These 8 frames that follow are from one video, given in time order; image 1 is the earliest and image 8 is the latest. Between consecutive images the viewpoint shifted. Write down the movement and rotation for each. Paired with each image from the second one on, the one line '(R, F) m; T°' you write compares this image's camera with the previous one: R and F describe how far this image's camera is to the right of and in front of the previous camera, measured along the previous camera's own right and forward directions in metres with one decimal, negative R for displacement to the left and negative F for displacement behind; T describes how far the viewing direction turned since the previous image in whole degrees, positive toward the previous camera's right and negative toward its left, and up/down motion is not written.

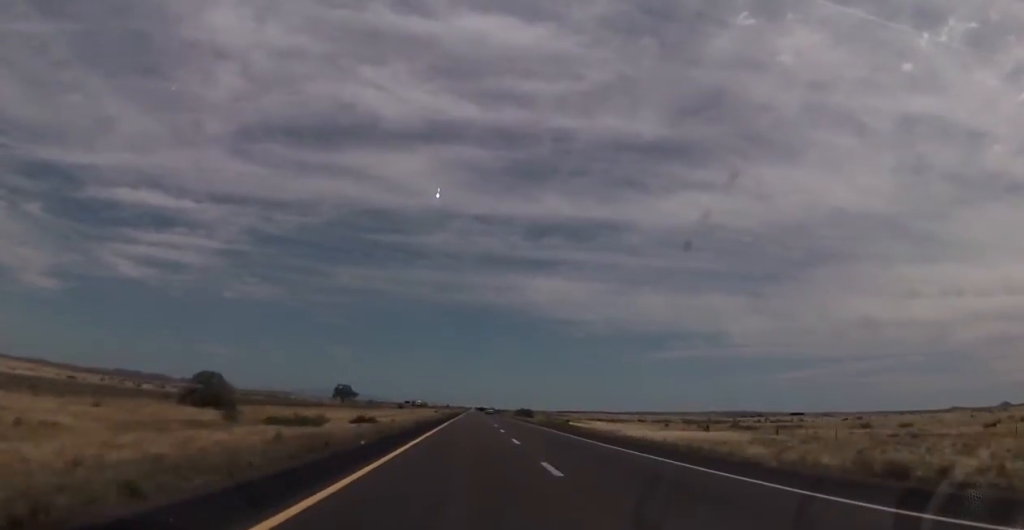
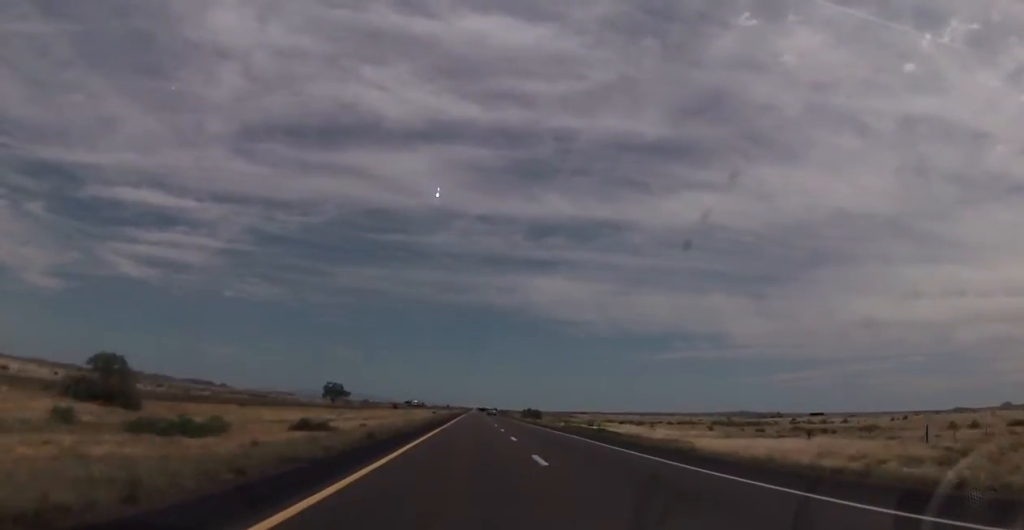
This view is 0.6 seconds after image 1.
(-0.1, +21.9) m; 0°
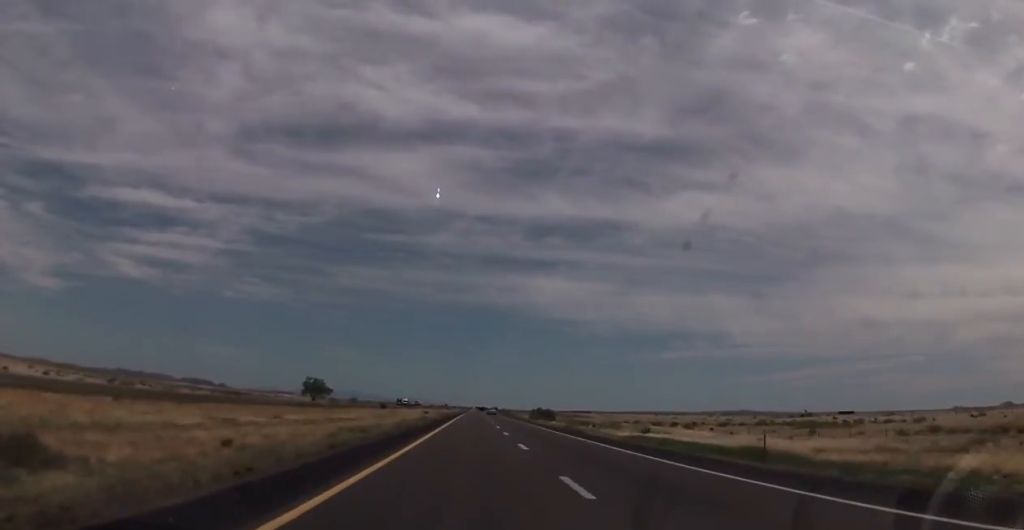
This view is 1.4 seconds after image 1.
(+0.3, +30.5) m; +1°
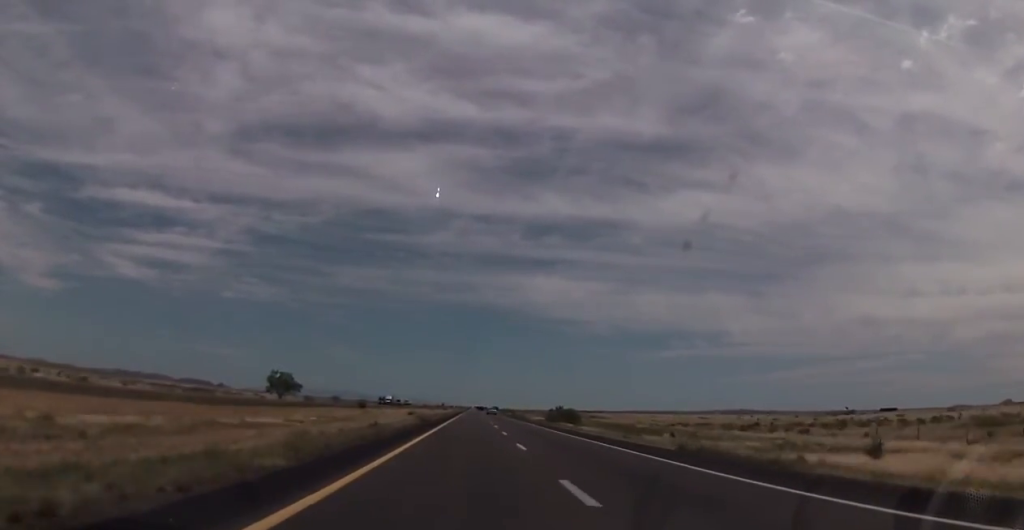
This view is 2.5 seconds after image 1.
(0.0, +37.8) m; 0°
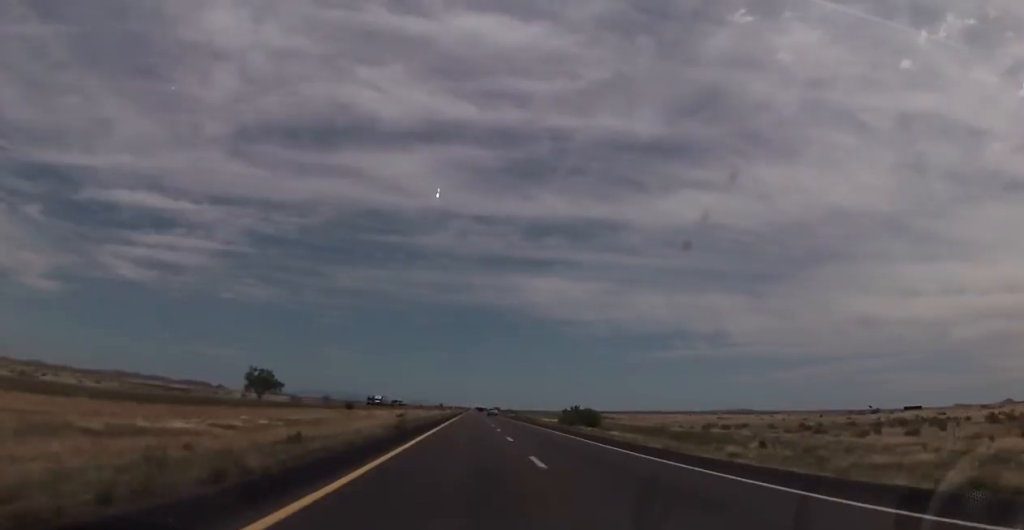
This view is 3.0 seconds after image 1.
(0.0, +18.3) m; 0°
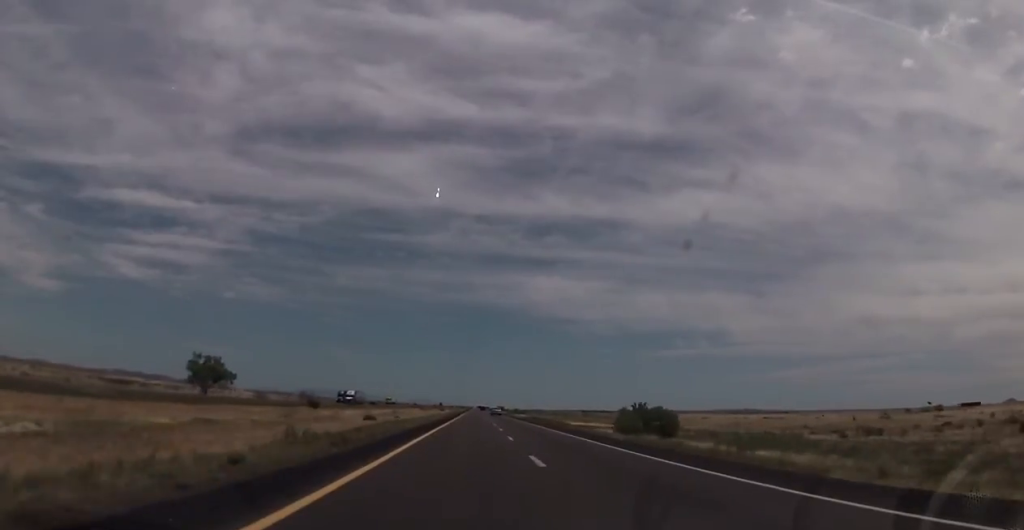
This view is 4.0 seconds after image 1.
(0.0, +36.7) m; 0°
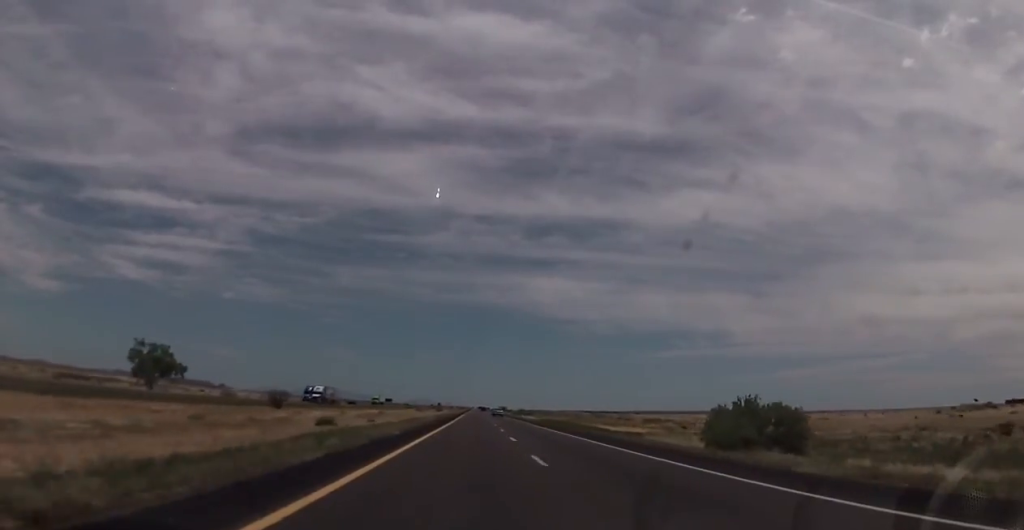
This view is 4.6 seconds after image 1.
(0.0, +24.5) m; 0°
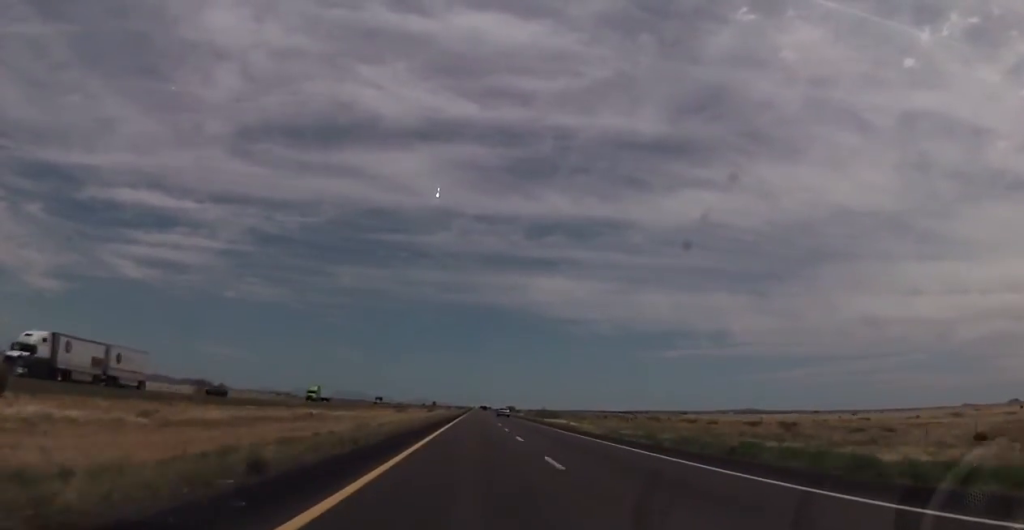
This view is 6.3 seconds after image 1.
(-0.8, +62.3) m; -1°
